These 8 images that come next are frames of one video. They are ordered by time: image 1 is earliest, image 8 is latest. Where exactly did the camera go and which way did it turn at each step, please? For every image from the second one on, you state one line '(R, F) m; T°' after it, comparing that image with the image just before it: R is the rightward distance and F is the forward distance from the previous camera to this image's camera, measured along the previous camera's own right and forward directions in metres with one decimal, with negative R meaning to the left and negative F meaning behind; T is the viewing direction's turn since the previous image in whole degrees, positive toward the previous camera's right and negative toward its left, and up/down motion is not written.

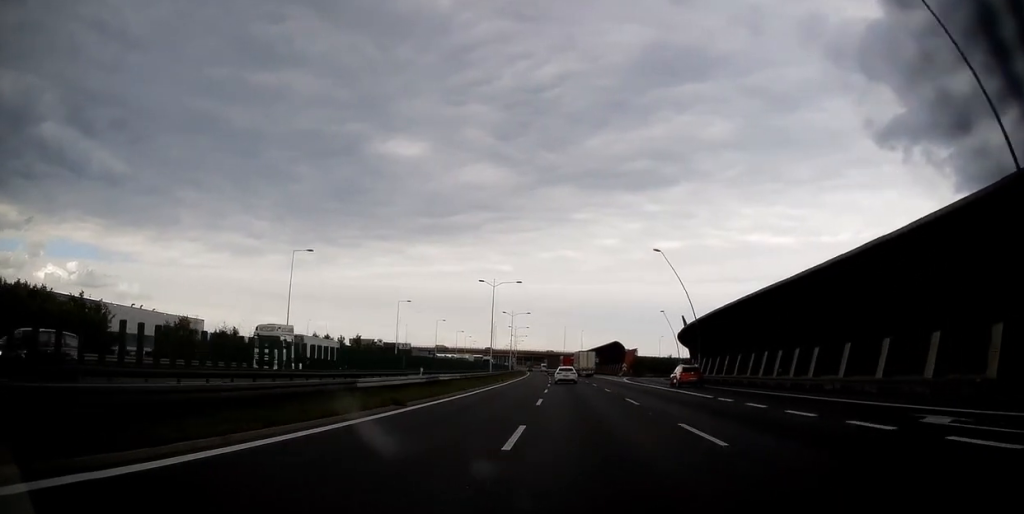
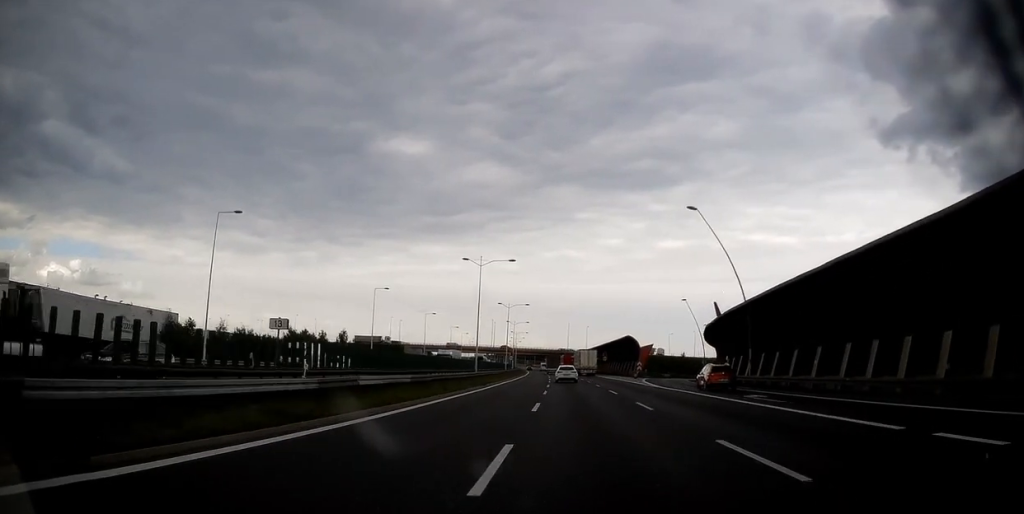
(0.0, +15.6) m; 0°
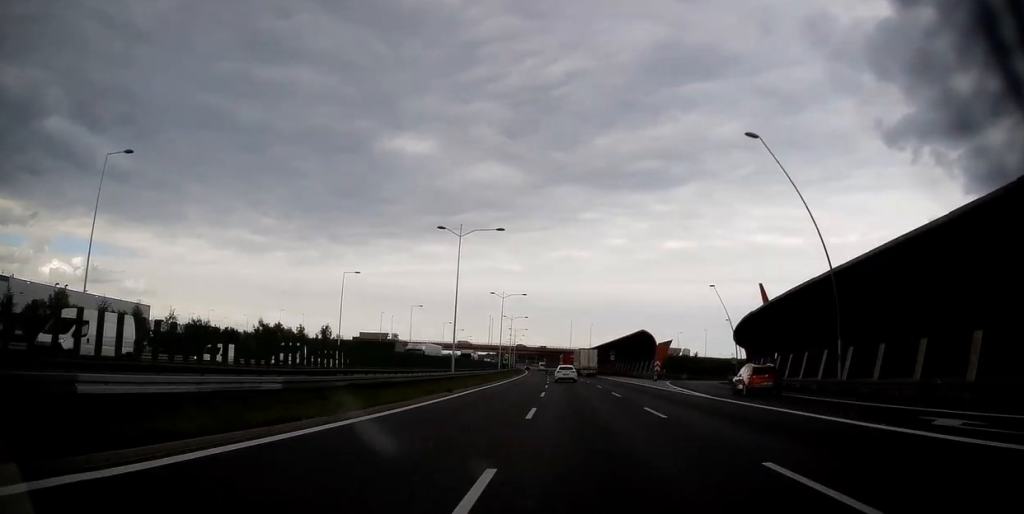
(0.0, +14.6) m; 0°
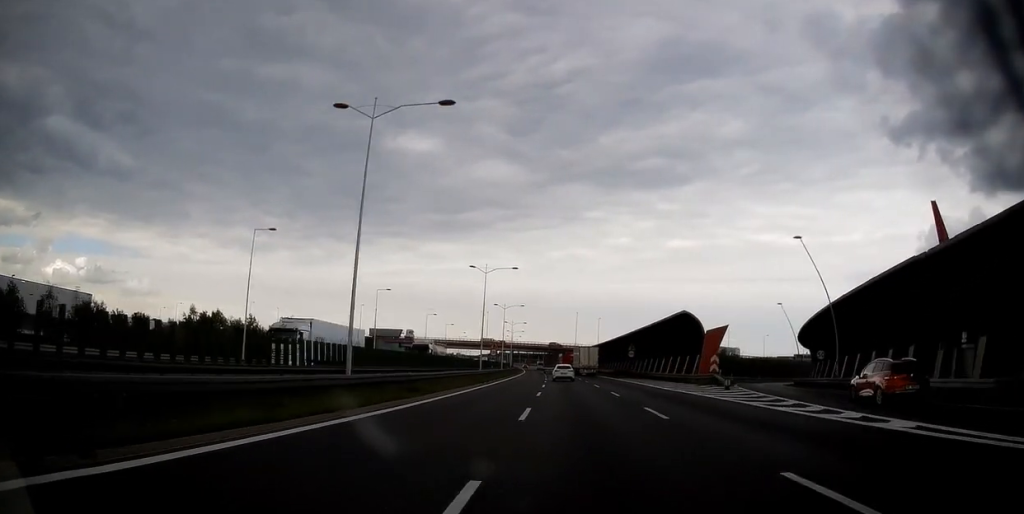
(-0.1, +25.1) m; -1°
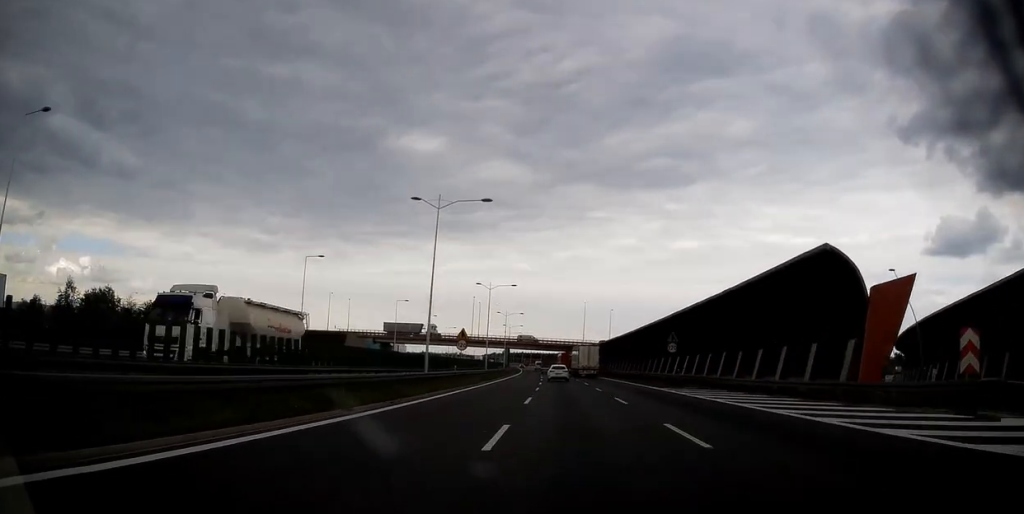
(-0.2, +29.3) m; -1°
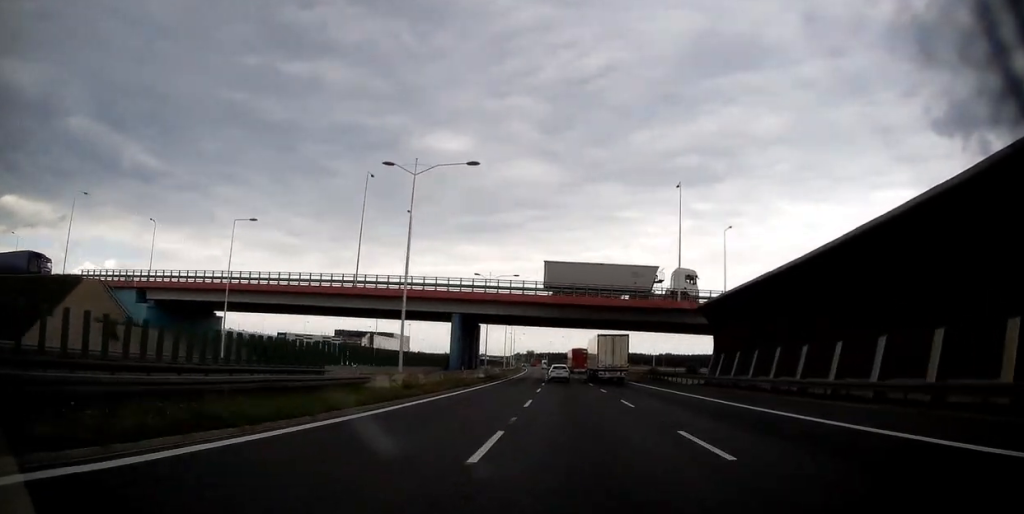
(-2.2, +97.7) m; -3°
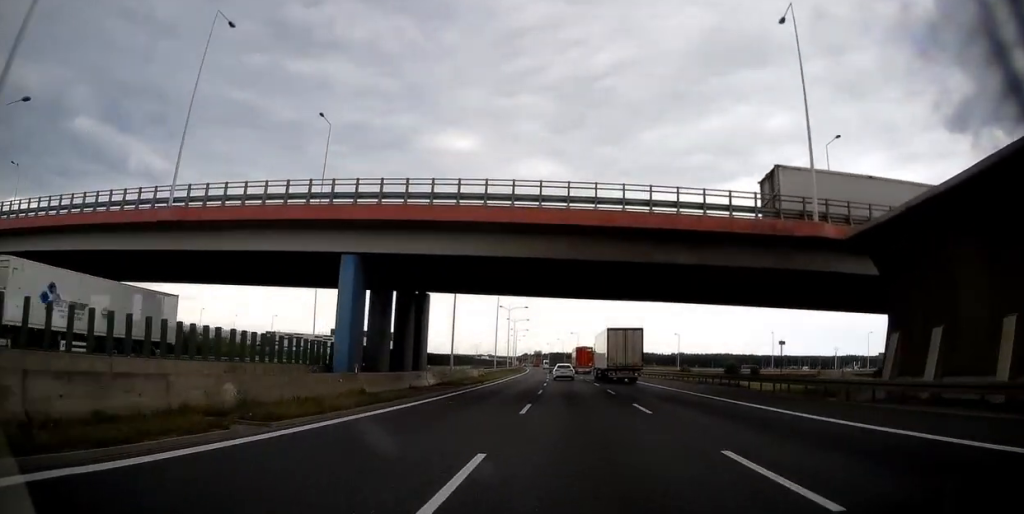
(-0.2, +27.5) m; -1°
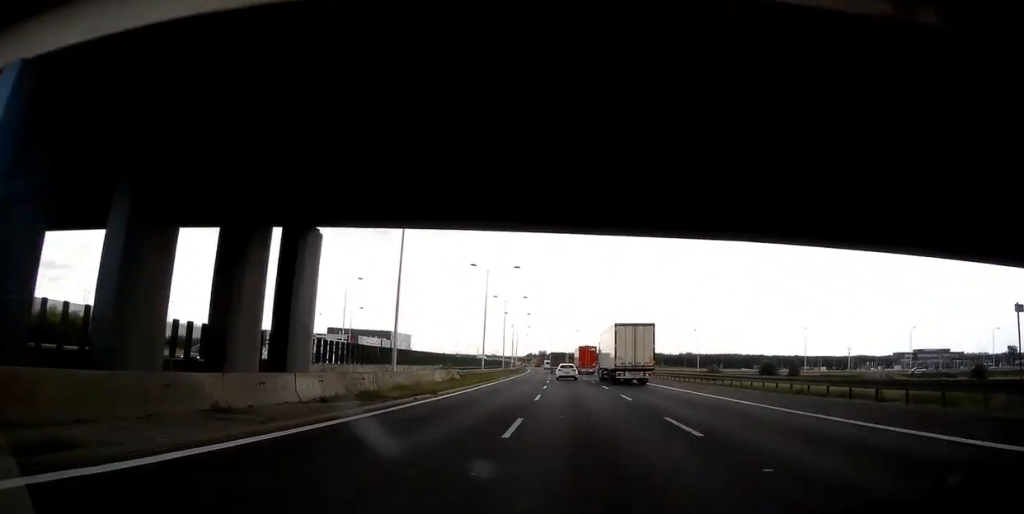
(-0.1, +18.0) m; 0°
